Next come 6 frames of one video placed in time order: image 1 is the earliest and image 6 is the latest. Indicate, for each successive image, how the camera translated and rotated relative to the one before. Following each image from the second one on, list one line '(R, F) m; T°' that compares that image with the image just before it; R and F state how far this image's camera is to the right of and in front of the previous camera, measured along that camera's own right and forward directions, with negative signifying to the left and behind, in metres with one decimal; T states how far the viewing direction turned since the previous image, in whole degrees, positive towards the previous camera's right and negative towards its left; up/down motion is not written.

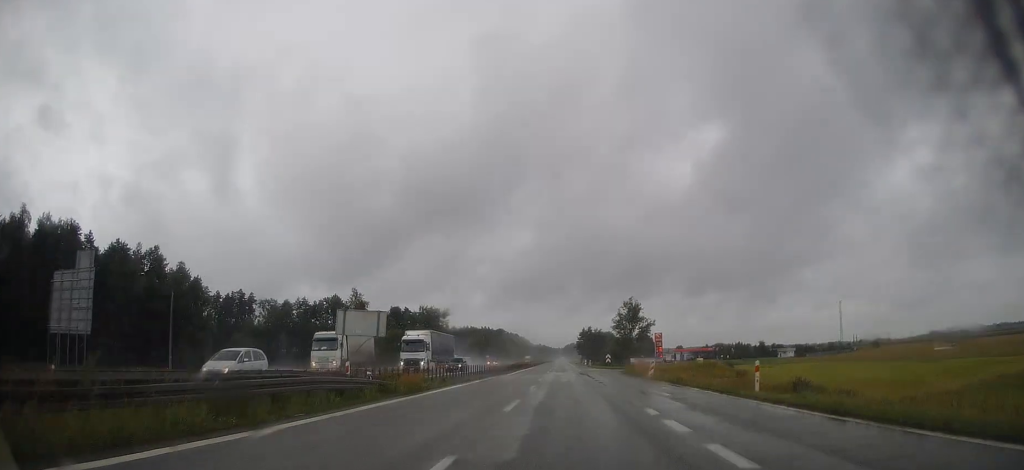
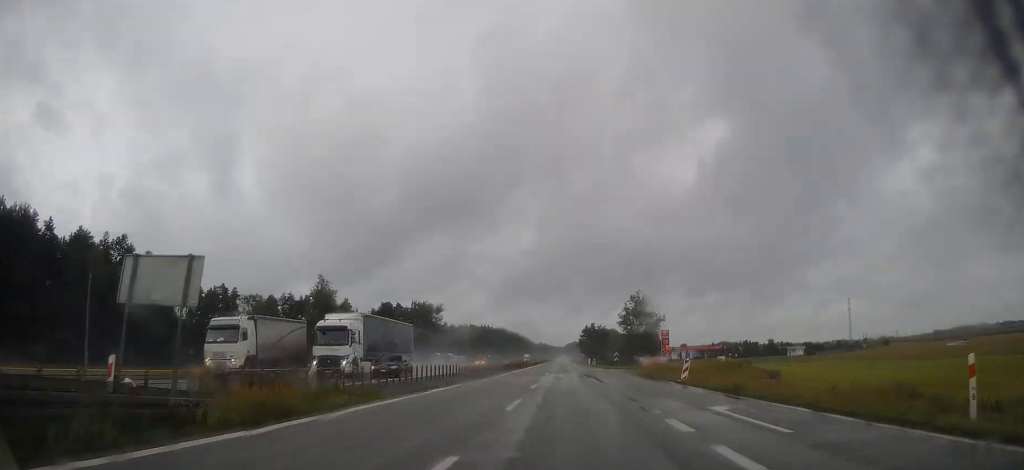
(0.0, +12.0) m; 0°
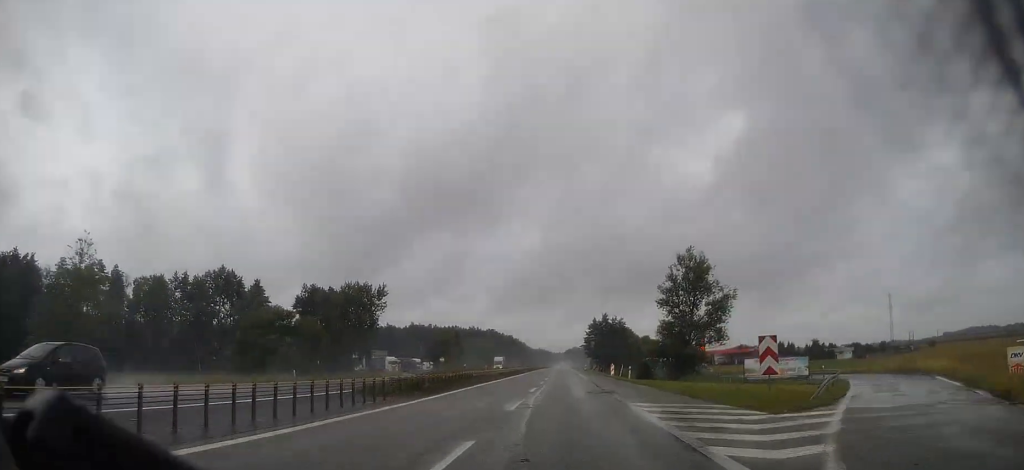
(+0.1, +56.6) m; 0°
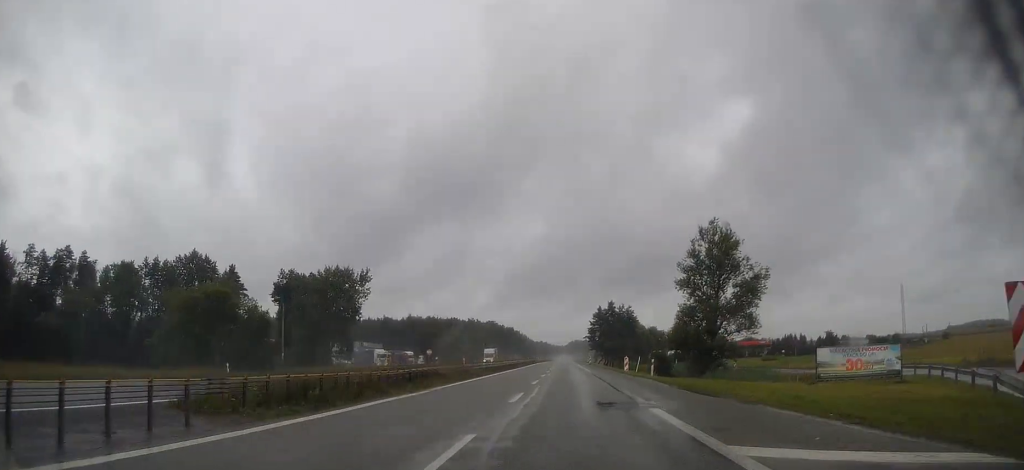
(0.0, +11.9) m; 0°
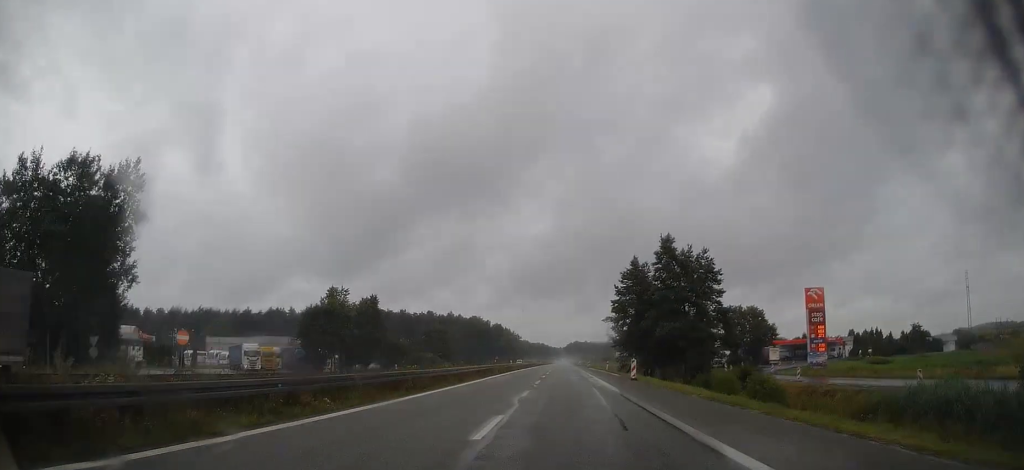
(-0.1, +65.6) m; -1°
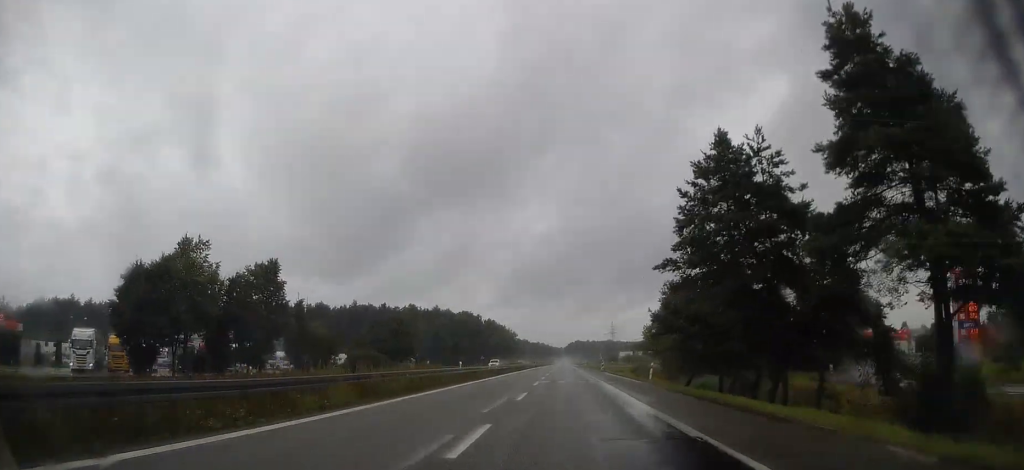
(-0.1, +36.7) m; 0°
